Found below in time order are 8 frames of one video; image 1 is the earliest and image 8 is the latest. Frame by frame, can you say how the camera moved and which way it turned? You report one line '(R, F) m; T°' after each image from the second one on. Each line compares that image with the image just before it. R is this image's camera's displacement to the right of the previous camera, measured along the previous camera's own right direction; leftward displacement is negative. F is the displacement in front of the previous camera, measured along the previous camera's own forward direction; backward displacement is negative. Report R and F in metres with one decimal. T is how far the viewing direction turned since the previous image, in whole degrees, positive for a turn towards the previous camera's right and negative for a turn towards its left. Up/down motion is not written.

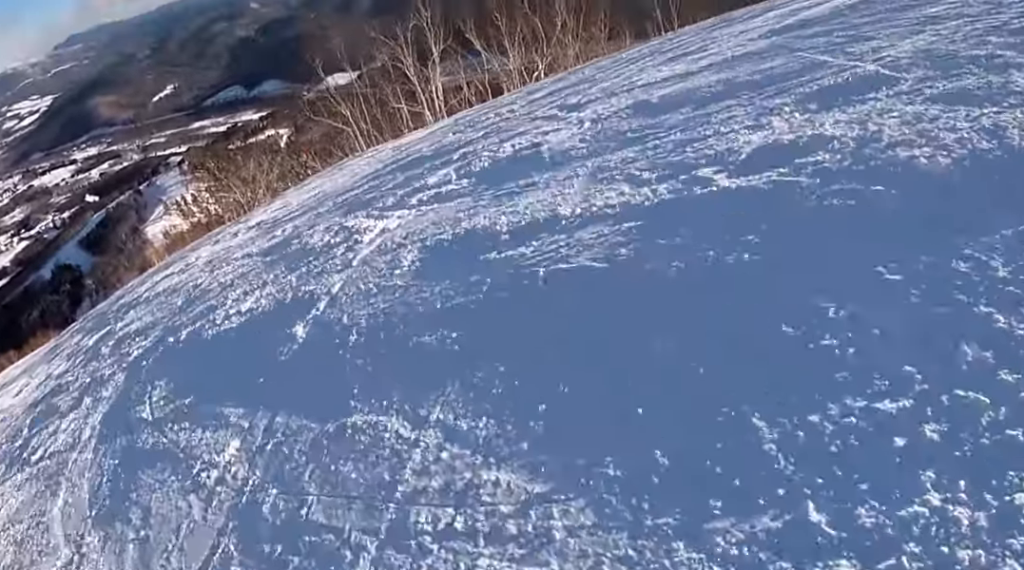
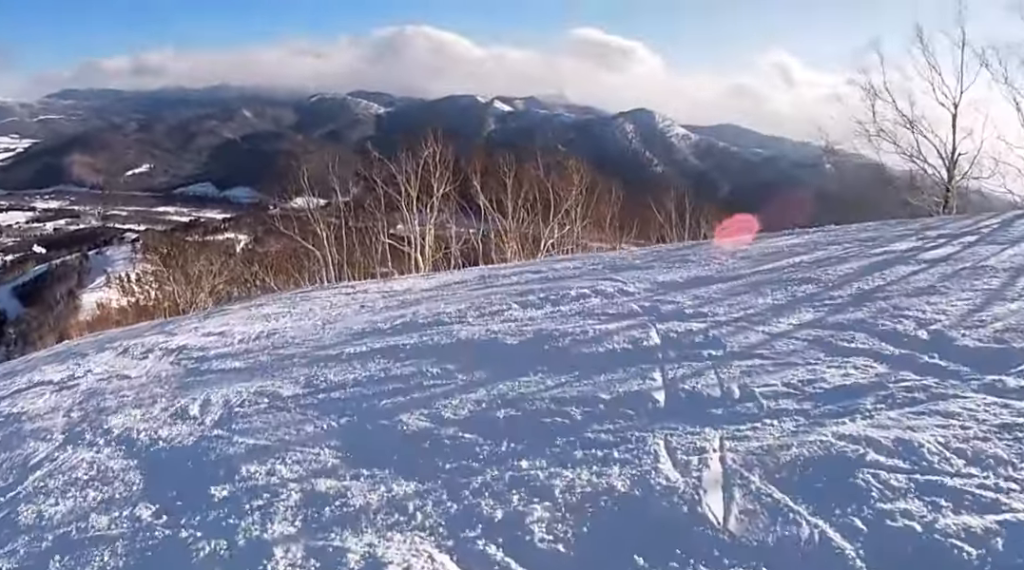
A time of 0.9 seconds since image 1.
(+1.2, +5.7) m; +6°
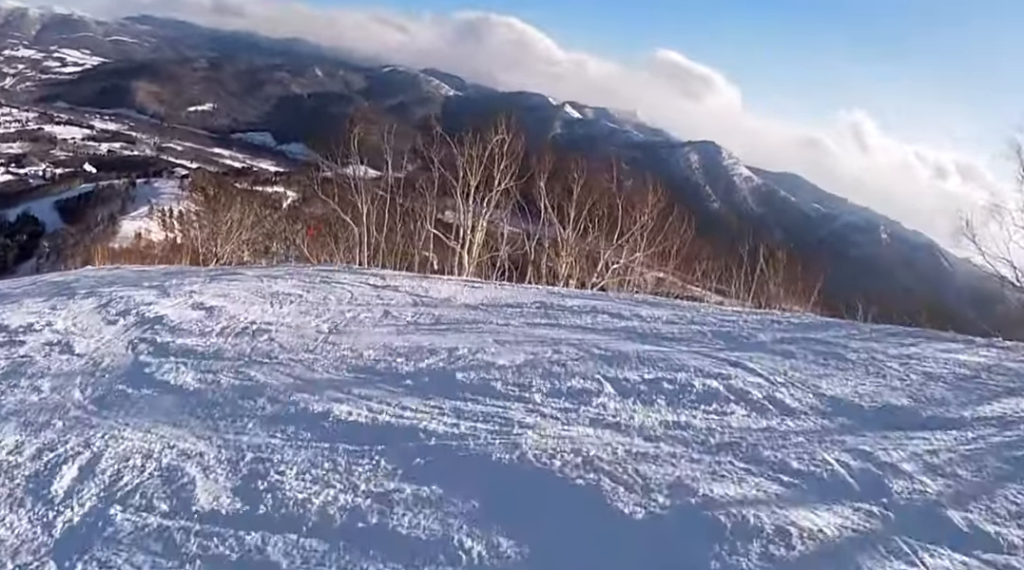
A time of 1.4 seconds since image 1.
(+0.4, +3.0) m; -7°
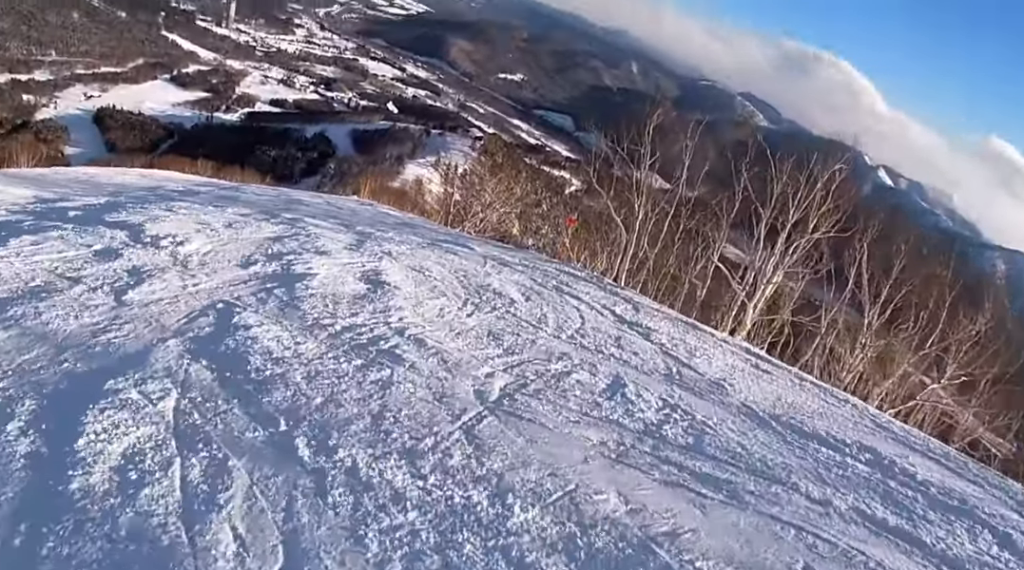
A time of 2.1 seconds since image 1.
(-0.9, +3.8) m; -20°
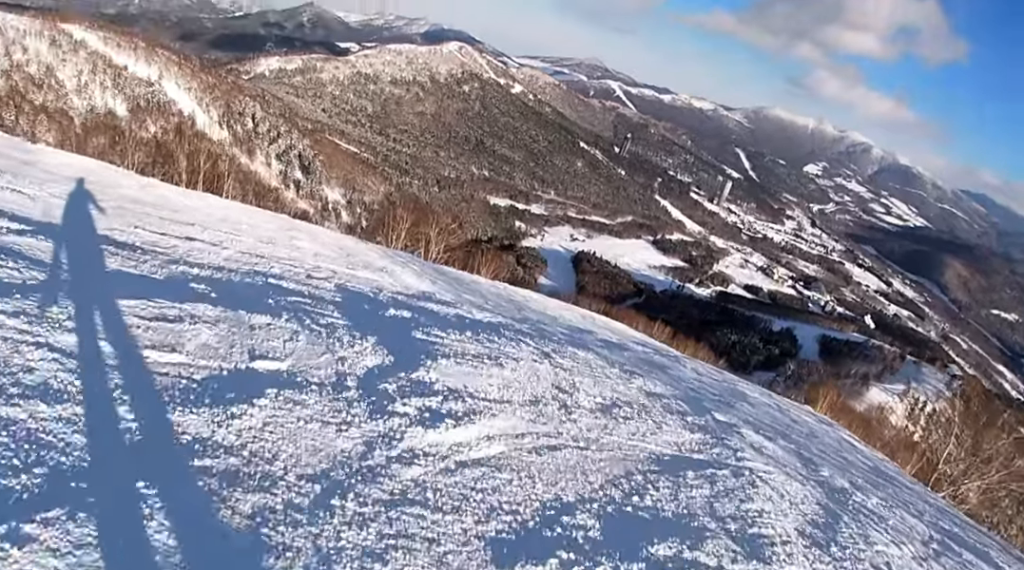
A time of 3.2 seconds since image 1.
(-1.8, +5.7) m; -15°
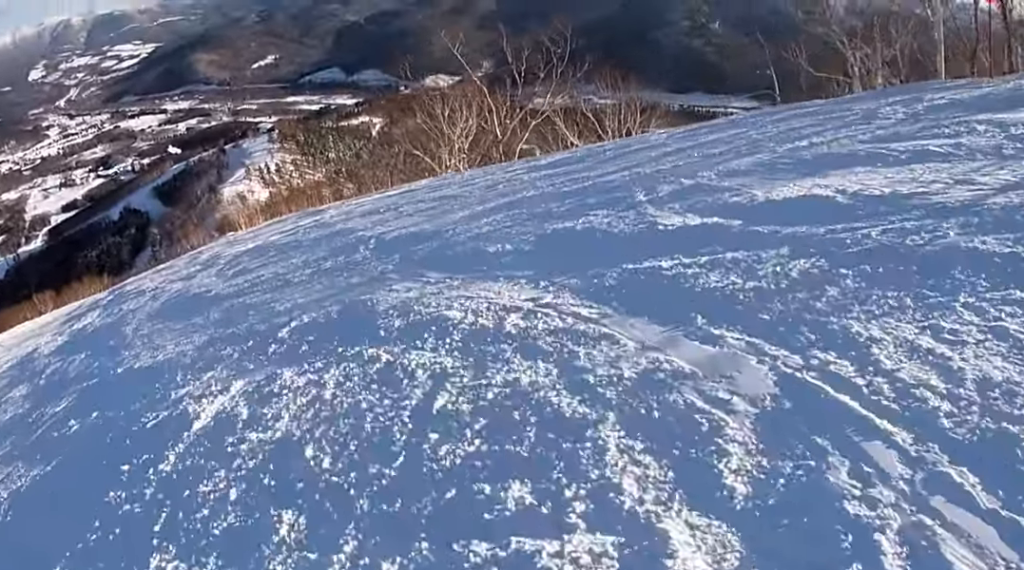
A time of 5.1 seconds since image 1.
(+1.7, +9.7) m; +25°
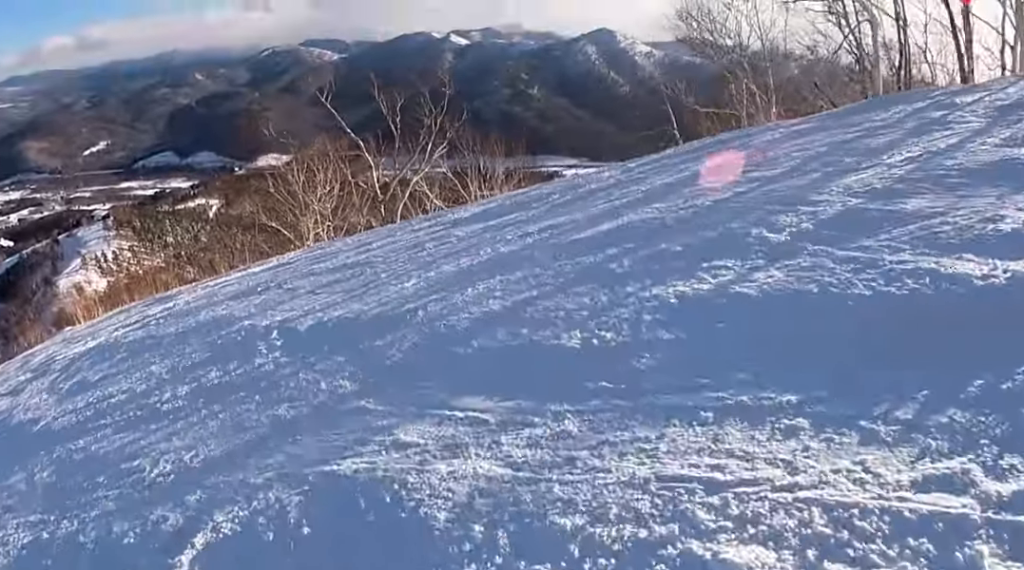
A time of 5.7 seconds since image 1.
(0.0, +2.9) m; +9°
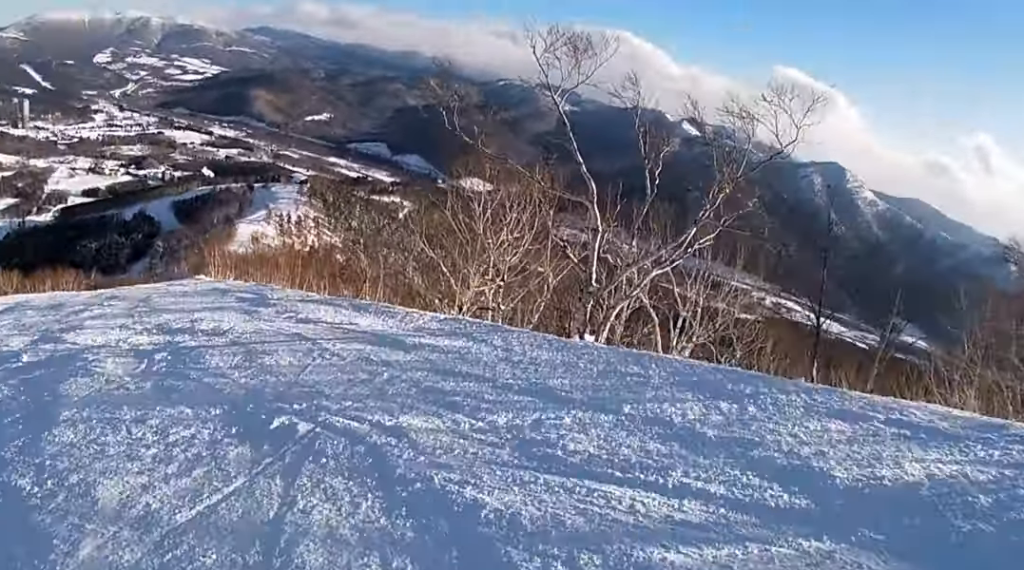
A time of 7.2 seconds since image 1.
(+1.1, +6.9) m; -10°
